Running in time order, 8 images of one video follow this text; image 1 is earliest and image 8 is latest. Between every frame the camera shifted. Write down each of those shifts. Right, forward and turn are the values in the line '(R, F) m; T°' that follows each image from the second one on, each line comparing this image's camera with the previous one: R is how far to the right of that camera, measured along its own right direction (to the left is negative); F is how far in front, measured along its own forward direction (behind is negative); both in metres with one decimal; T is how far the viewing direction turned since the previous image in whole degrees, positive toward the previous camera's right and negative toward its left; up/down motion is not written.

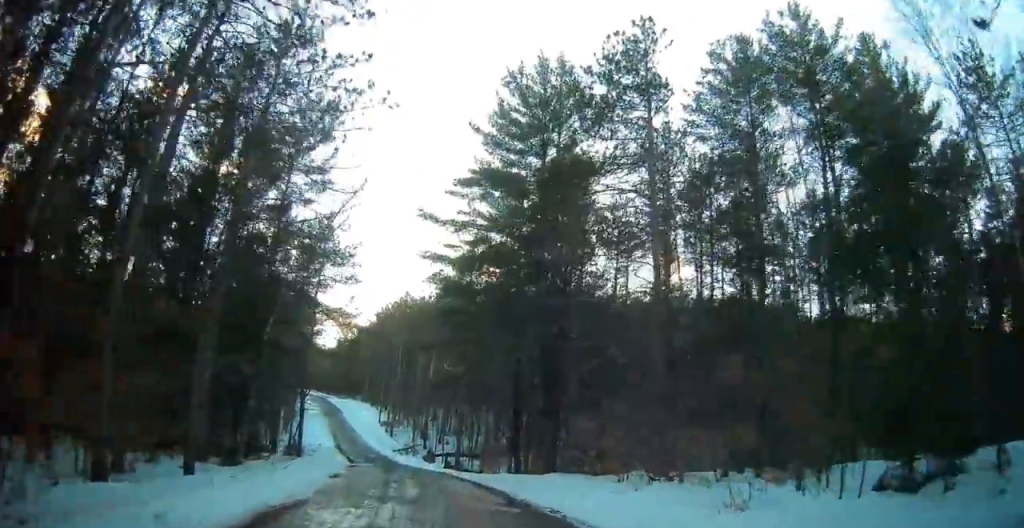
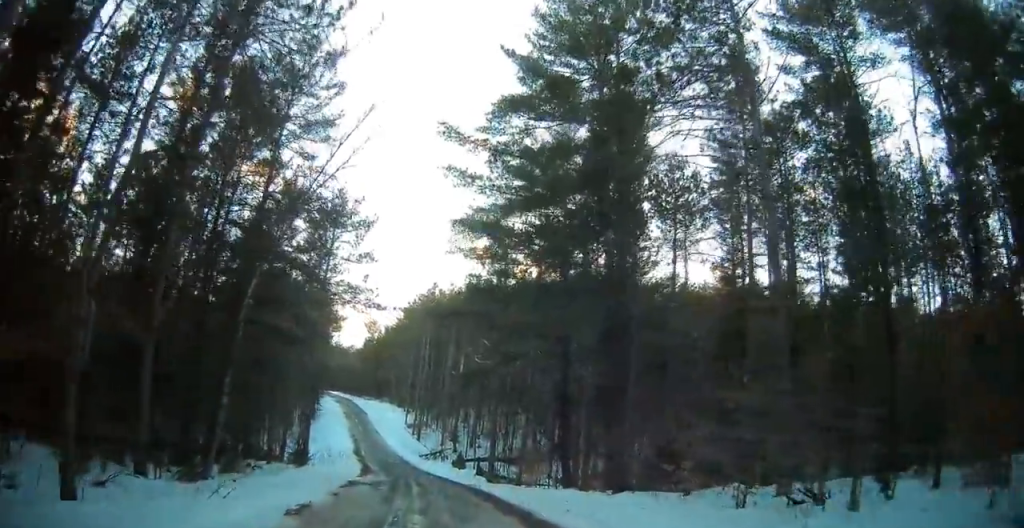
(-1.0, +8.0) m; -13°
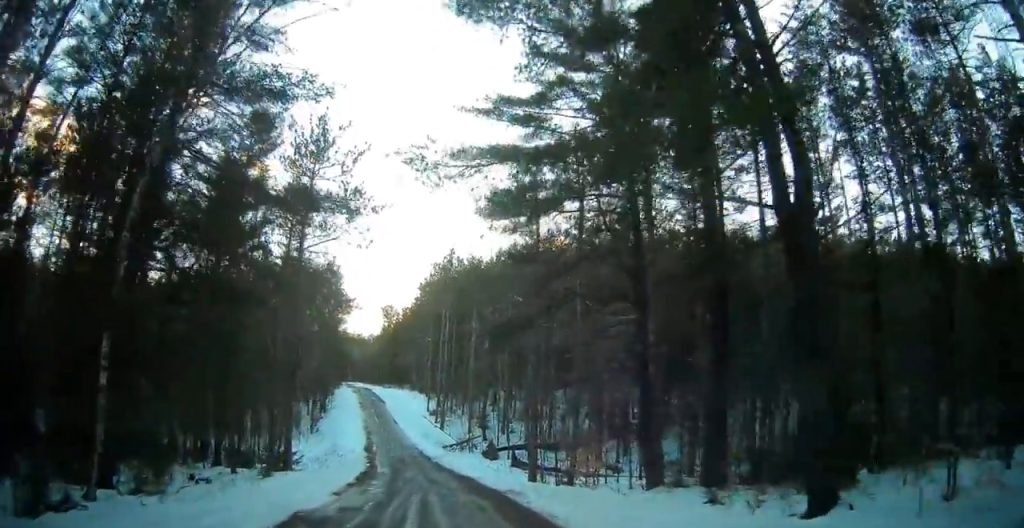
(-0.7, +10.9) m; -3°
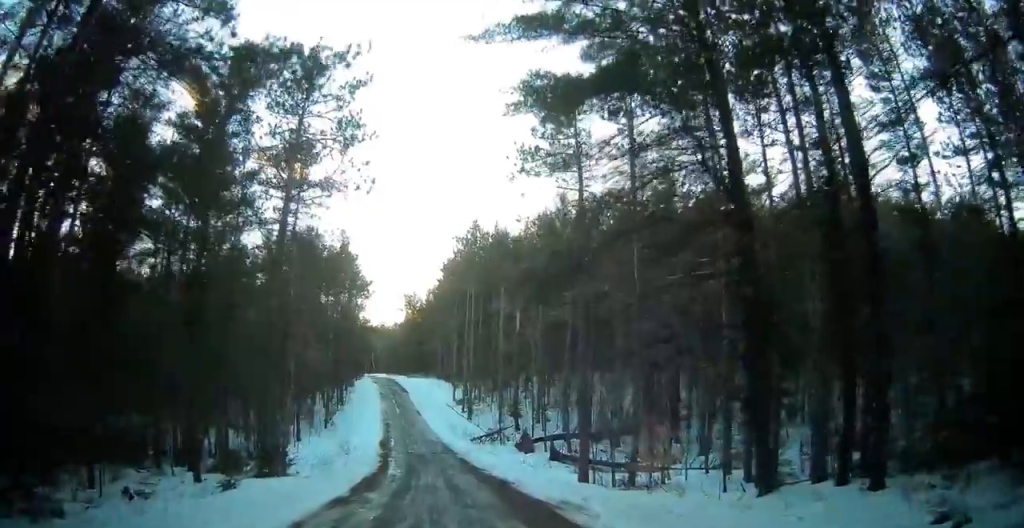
(+0.1, +7.1) m; -1°
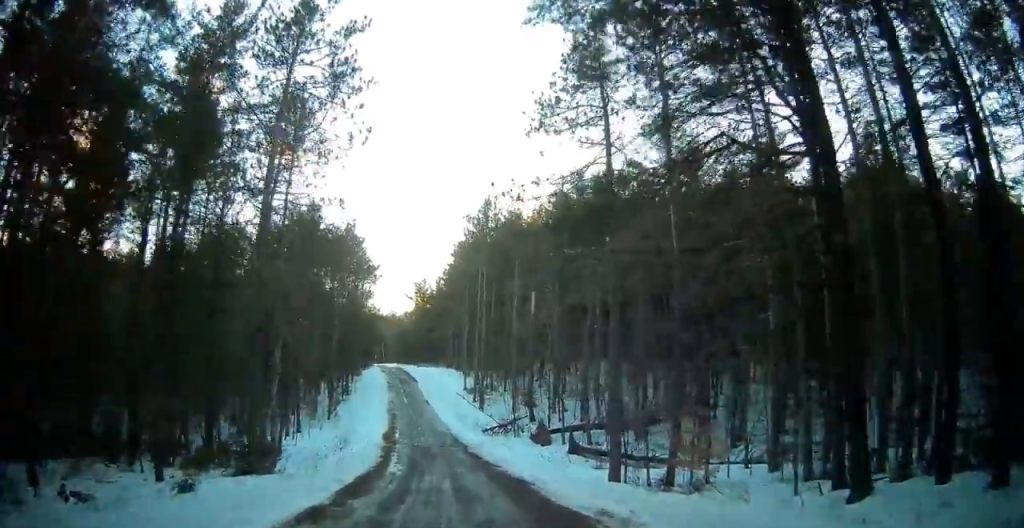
(-0.1, +3.9) m; -2°
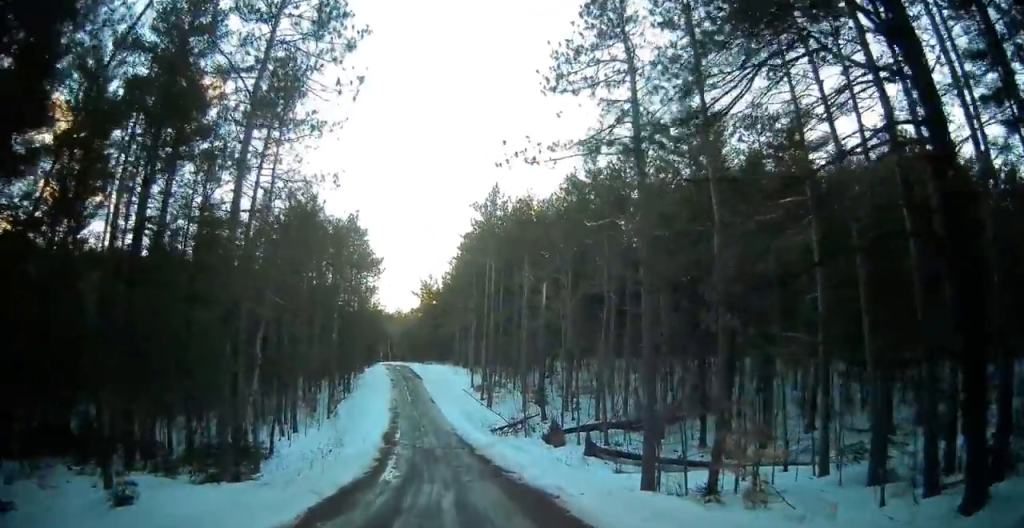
(0.0, +3.5) m; -3°
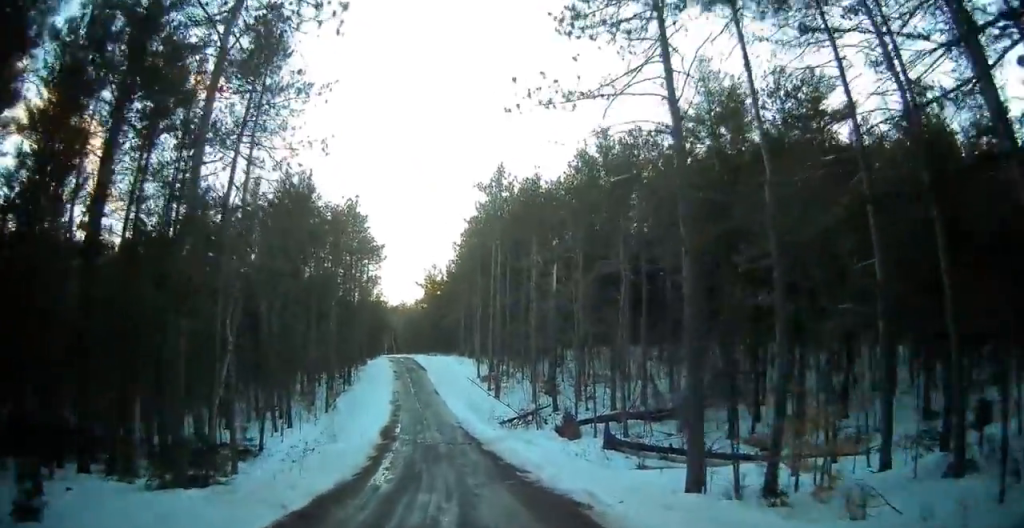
(-0.1, +3.6) m; -1°
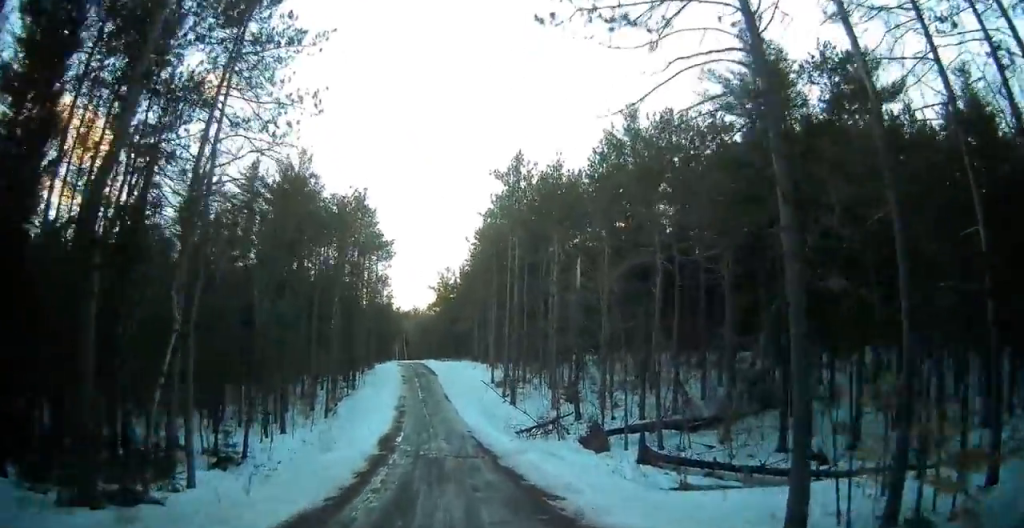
(-0.2, +4.9) m; 0°
